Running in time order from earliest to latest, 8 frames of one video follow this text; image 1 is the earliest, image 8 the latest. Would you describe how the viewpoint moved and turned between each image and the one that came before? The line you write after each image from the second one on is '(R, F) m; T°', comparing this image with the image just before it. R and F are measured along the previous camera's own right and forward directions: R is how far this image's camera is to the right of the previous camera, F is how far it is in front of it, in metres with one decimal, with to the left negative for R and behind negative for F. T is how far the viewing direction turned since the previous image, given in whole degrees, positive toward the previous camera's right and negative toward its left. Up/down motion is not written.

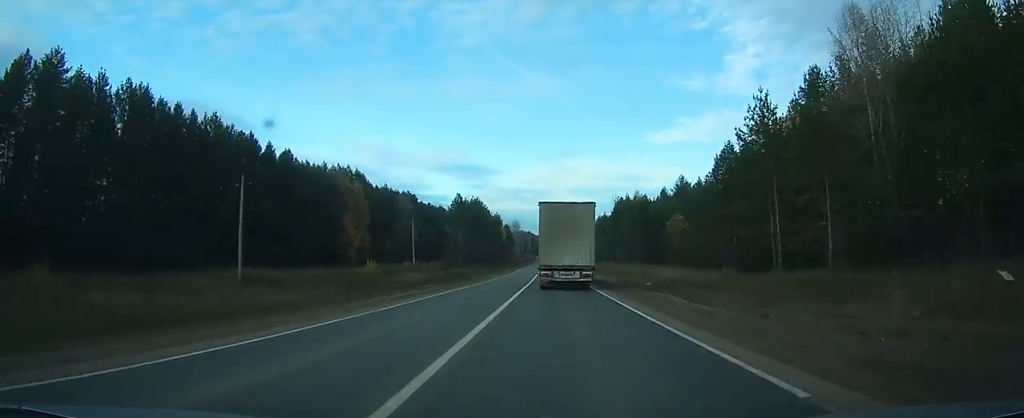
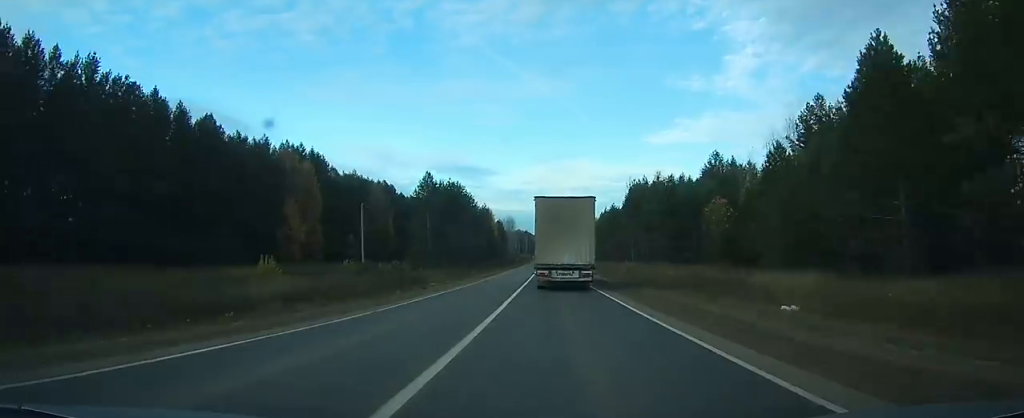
(0.0, +27.3) m; 0°
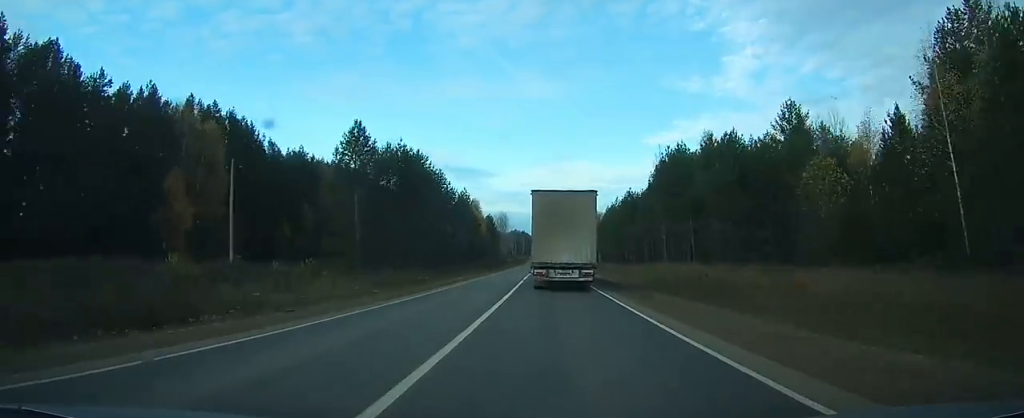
(0.0, +32.6) m; 0°
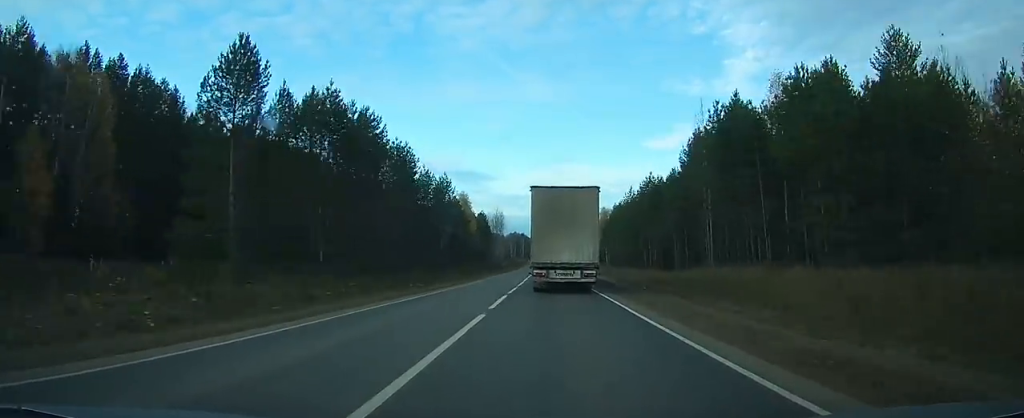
(+0.1, +23.5) m; 0°
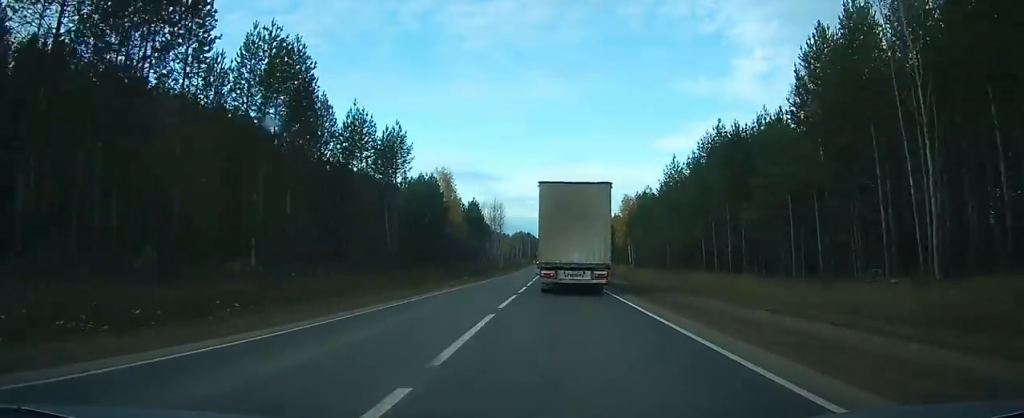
(0.0, +36.3) m; 0°
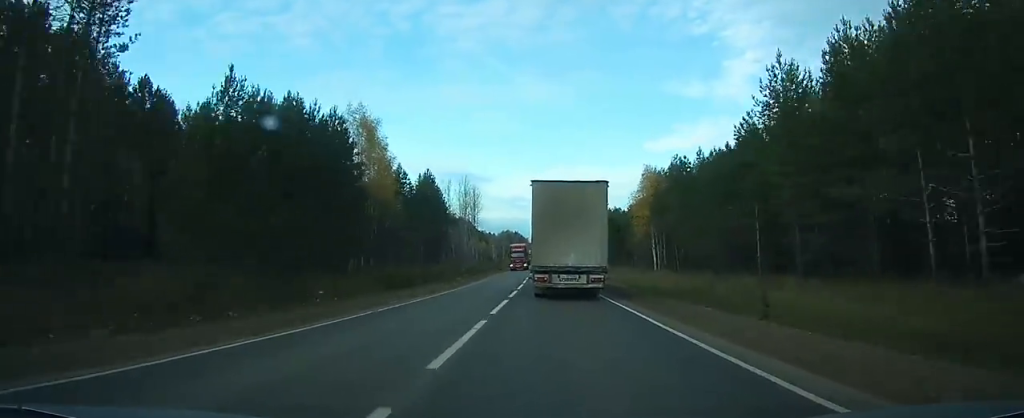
(0.0, +46.5) m; 0°
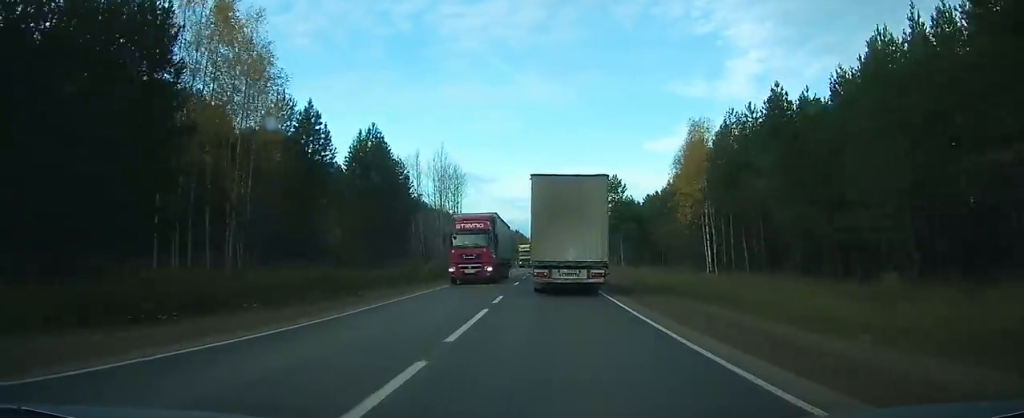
(0.0, +35.0) m; 0°
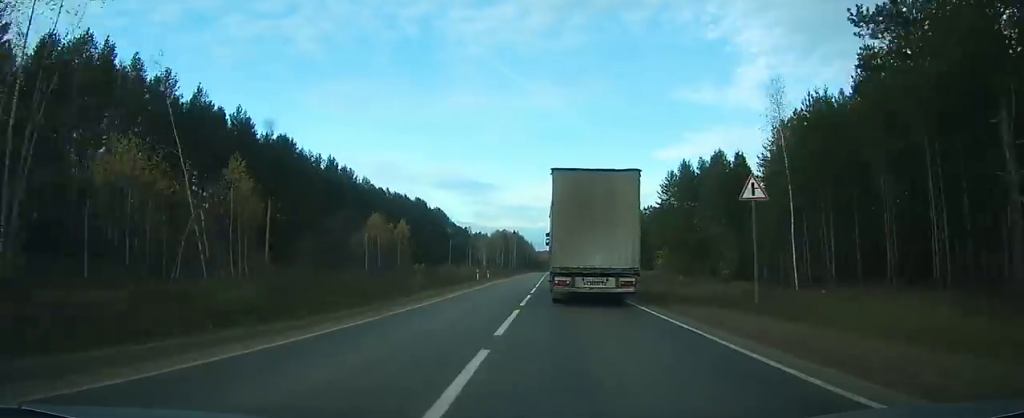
(-0.1, +104.9) m; 0°
